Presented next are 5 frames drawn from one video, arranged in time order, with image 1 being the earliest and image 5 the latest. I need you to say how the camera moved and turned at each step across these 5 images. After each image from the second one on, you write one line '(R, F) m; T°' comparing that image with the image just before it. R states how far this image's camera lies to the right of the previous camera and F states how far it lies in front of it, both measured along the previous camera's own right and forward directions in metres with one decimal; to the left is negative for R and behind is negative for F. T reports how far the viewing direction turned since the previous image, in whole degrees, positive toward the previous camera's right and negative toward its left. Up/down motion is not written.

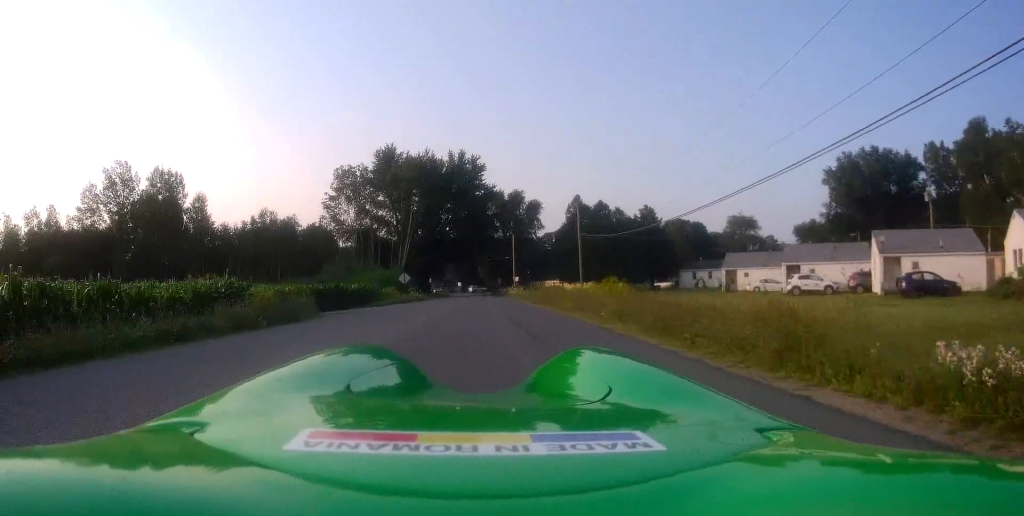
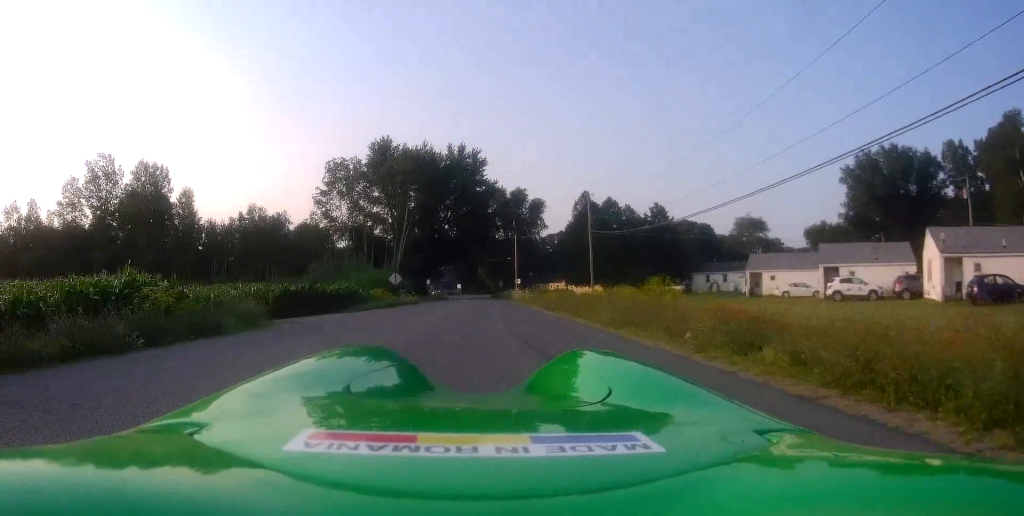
(-0.1, +5.7) m; -1°
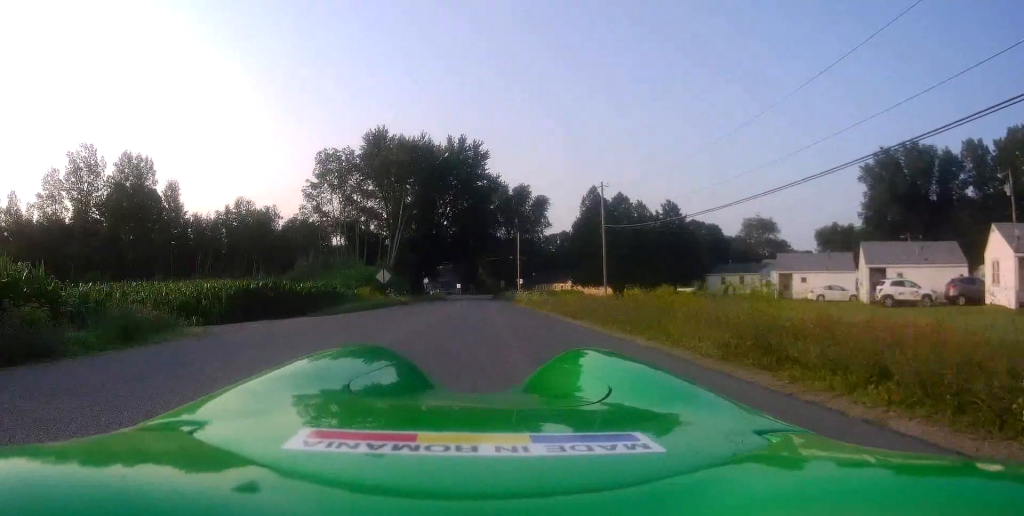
(-0.2, +5.6) m; -1°
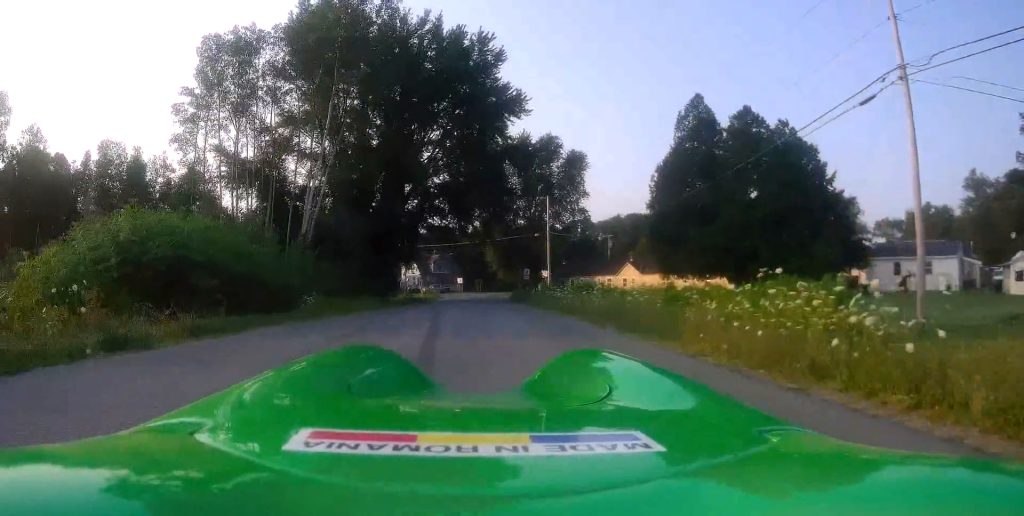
(+1.8, +36.3) m; +14°
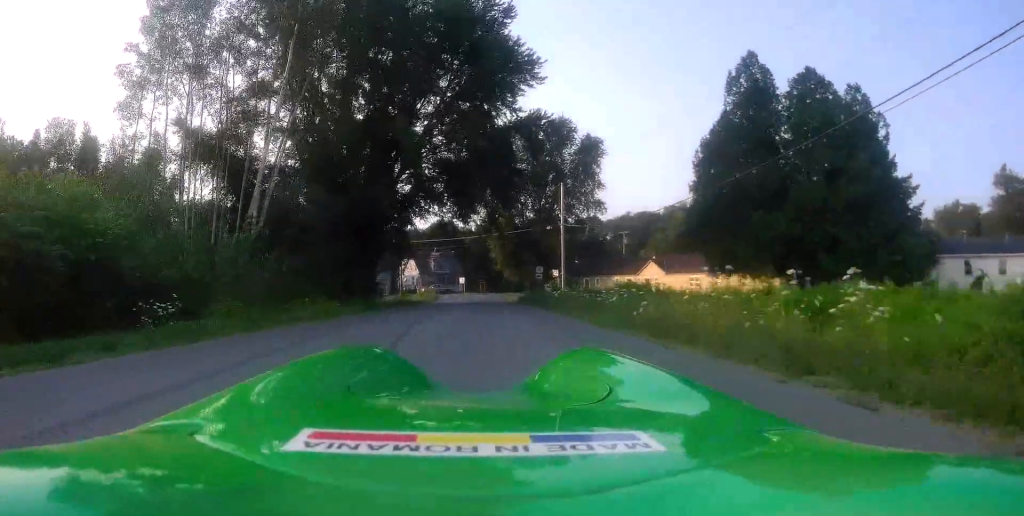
(+1.0, +7.9) m; -7°
